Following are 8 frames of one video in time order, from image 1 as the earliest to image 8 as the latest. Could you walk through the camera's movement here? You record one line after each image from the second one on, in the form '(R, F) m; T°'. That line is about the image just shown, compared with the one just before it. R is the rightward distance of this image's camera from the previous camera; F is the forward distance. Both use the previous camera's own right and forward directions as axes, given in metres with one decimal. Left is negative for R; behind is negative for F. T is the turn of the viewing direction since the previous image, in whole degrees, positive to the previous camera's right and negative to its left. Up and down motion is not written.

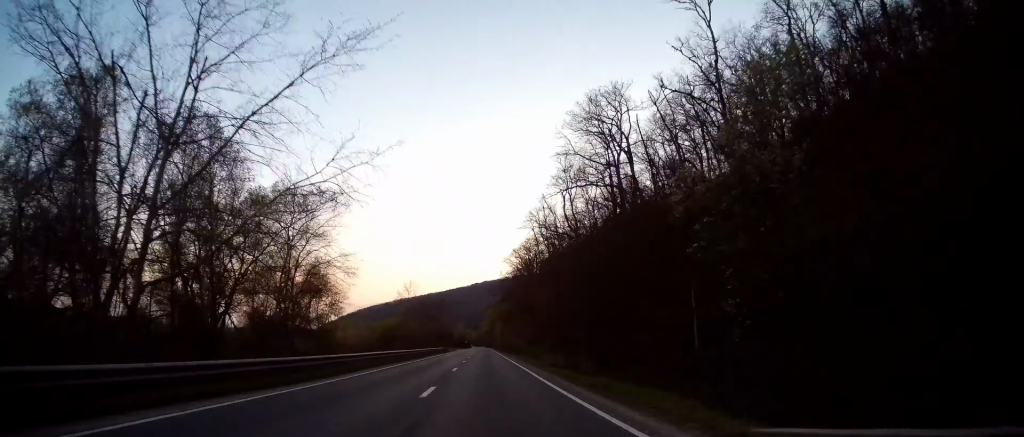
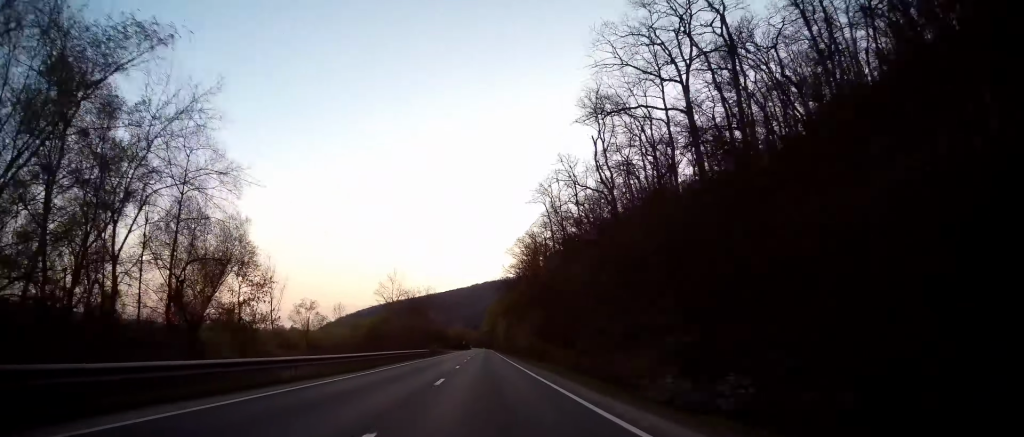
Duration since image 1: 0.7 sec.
(0.0, +21.1) m; +1°
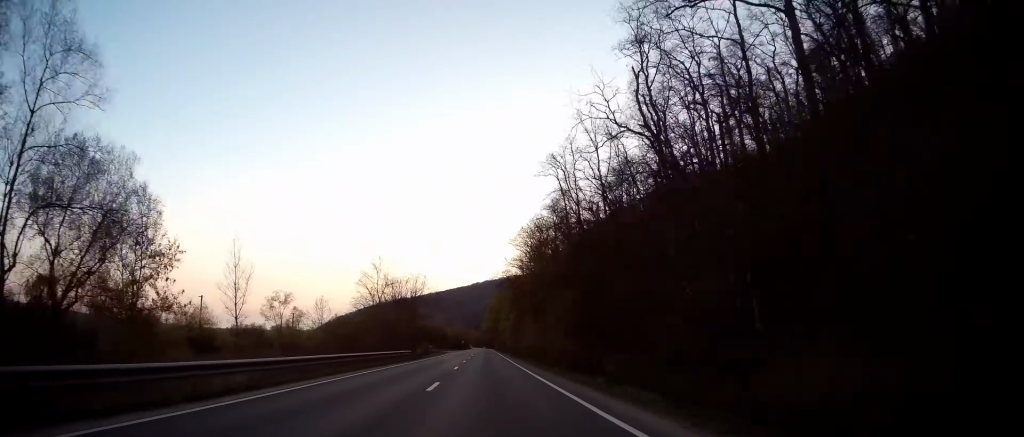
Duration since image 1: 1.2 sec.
(+0.1, +14.4) m; 0°
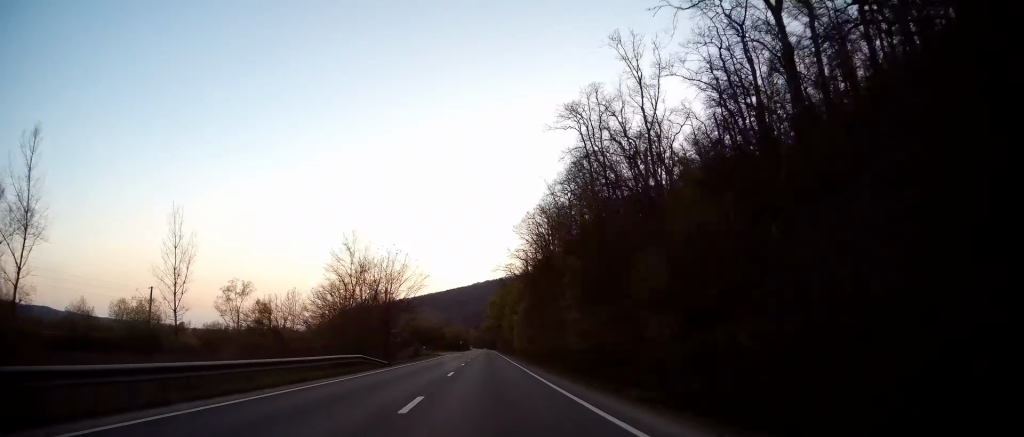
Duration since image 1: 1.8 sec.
(+0.3, +17.3) m; 0°
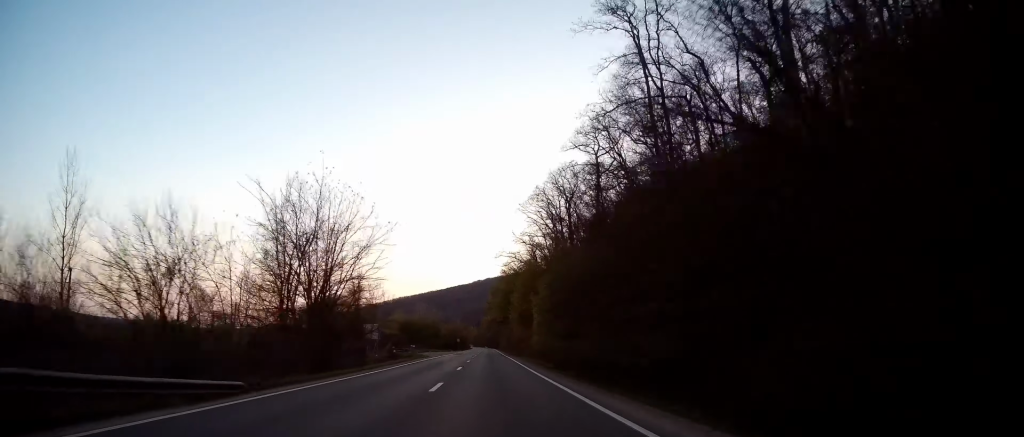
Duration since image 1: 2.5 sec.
(-0.2, +20.2) m; -1°
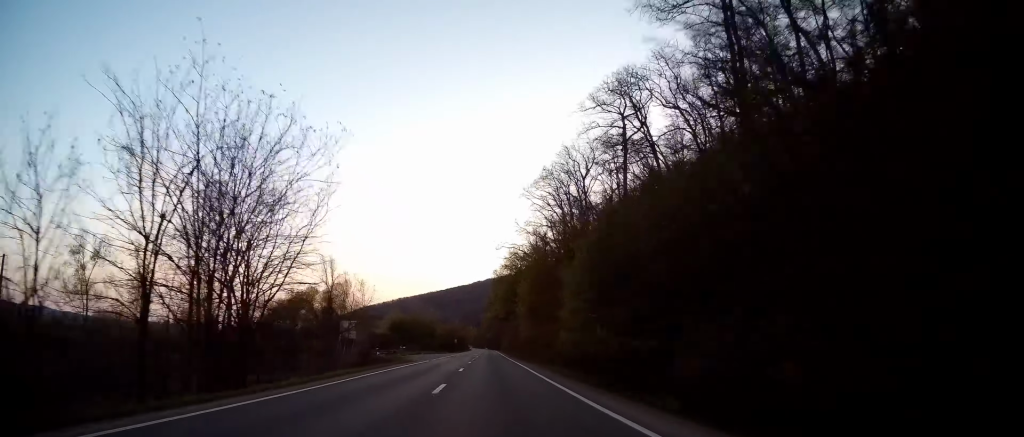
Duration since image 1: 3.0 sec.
(-0.1, +12.5) m; 0°
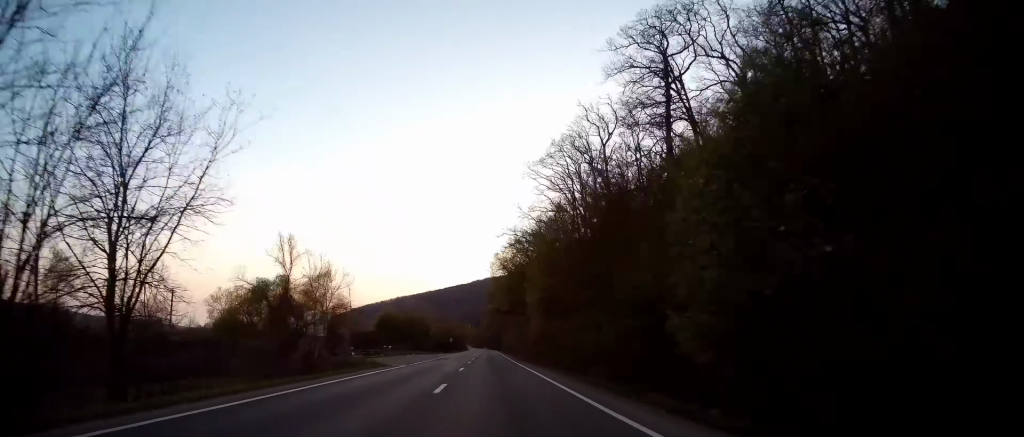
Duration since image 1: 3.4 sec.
(0.0, +12.5) m; 0°
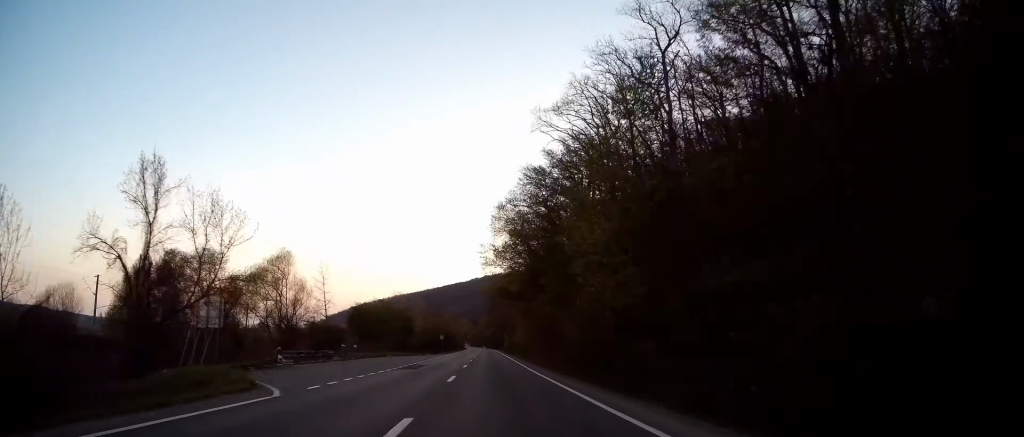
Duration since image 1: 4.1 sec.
(0.0, +20.3) m; 0°
